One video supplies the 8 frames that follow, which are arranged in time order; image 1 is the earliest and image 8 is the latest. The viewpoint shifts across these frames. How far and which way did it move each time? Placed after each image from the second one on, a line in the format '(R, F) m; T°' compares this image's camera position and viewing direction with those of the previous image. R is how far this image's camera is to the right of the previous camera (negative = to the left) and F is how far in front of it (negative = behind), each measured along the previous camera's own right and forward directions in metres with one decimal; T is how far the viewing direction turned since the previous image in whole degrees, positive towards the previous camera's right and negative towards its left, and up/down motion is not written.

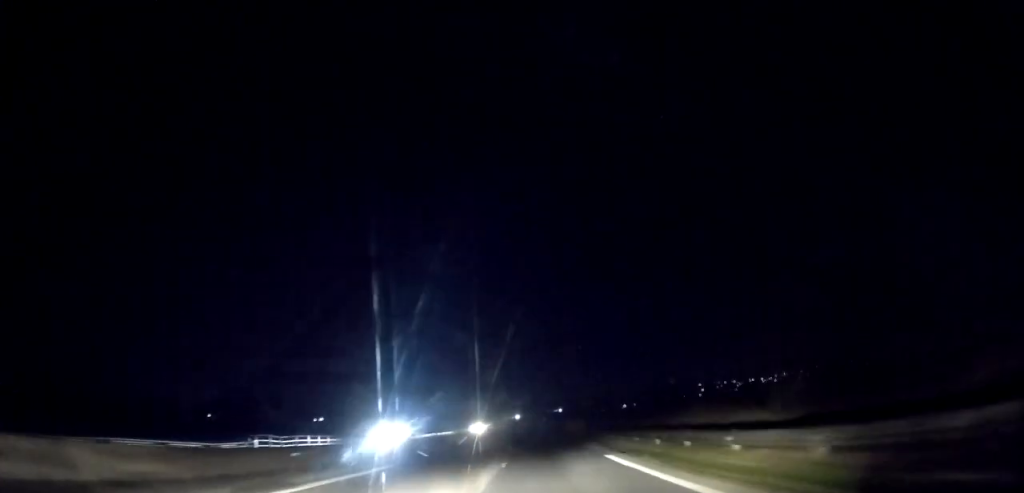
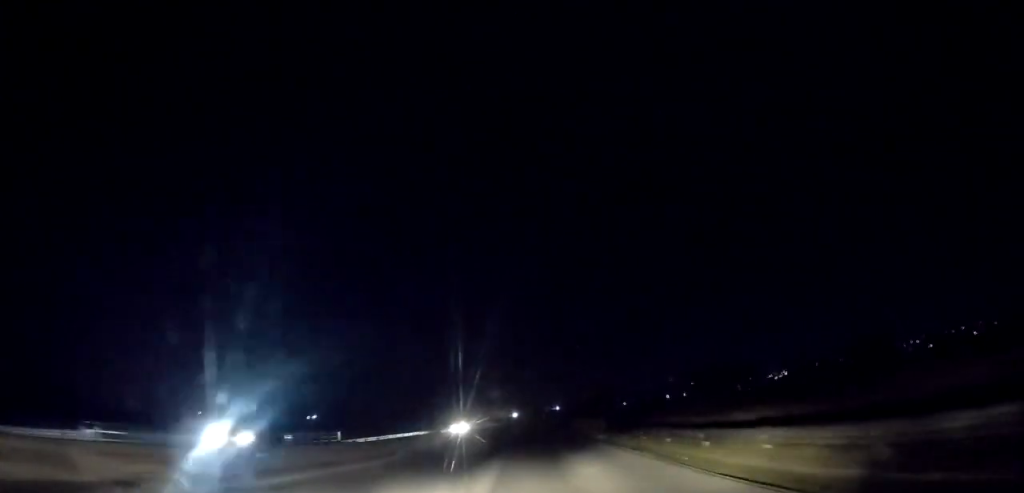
(+0.1, +13.6) m; 0°
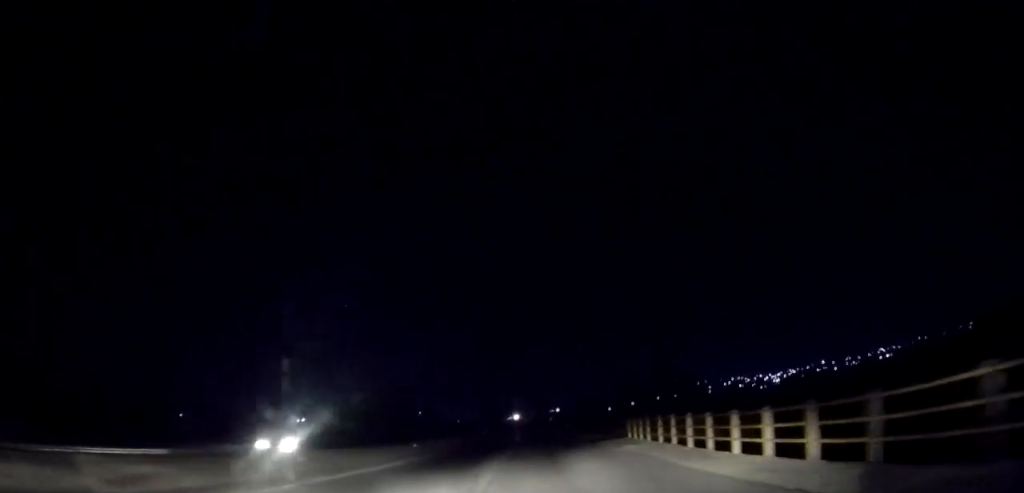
(+0.1, +31.9) m; 0°
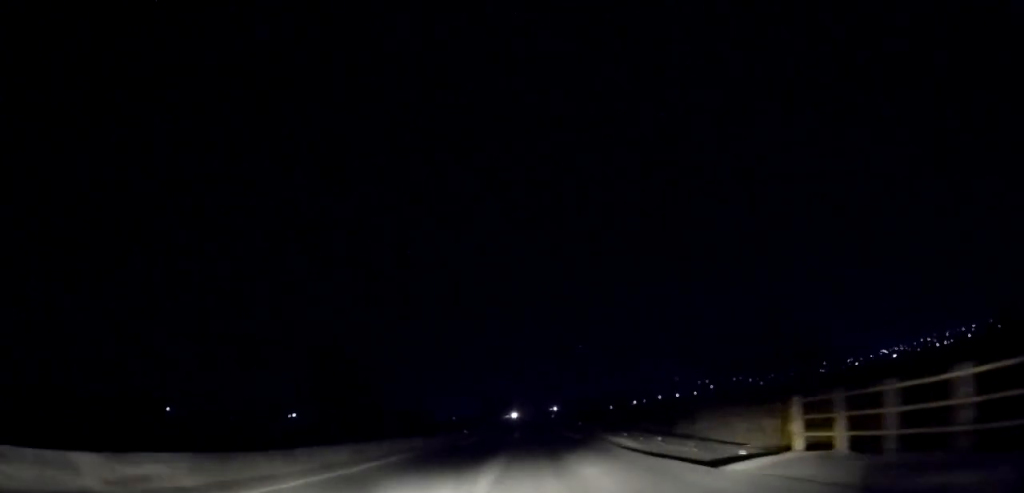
(+0.1, +15.0) m; 0°
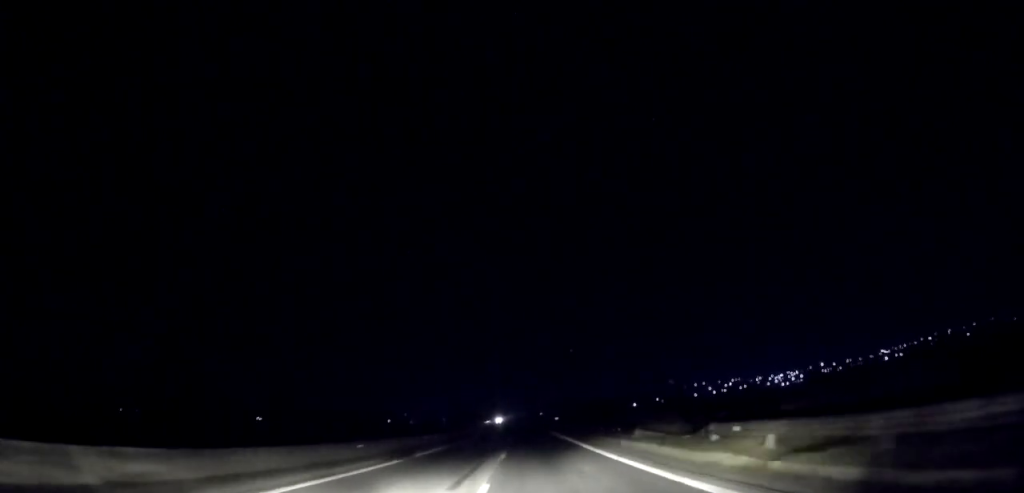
(-0.6, +34.7) m; -1°
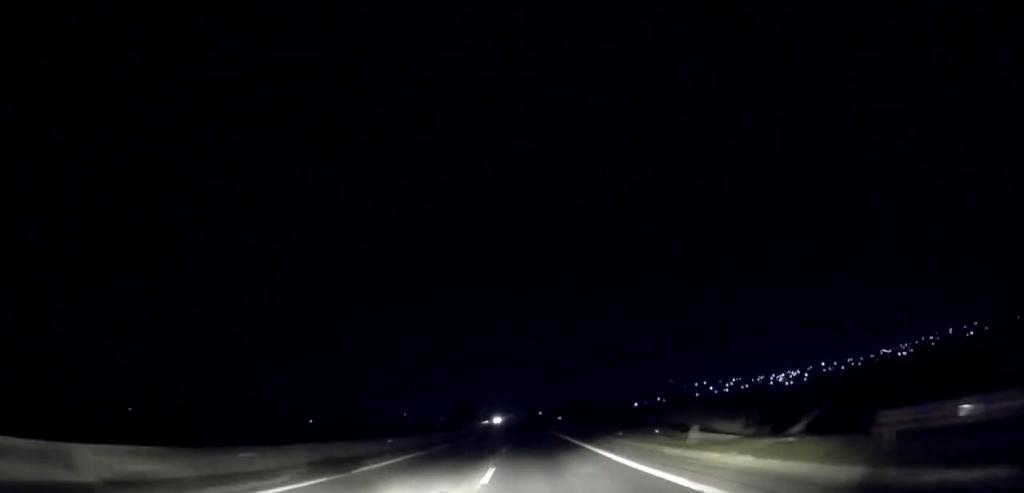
(+0.5, +30.7) m; +2°
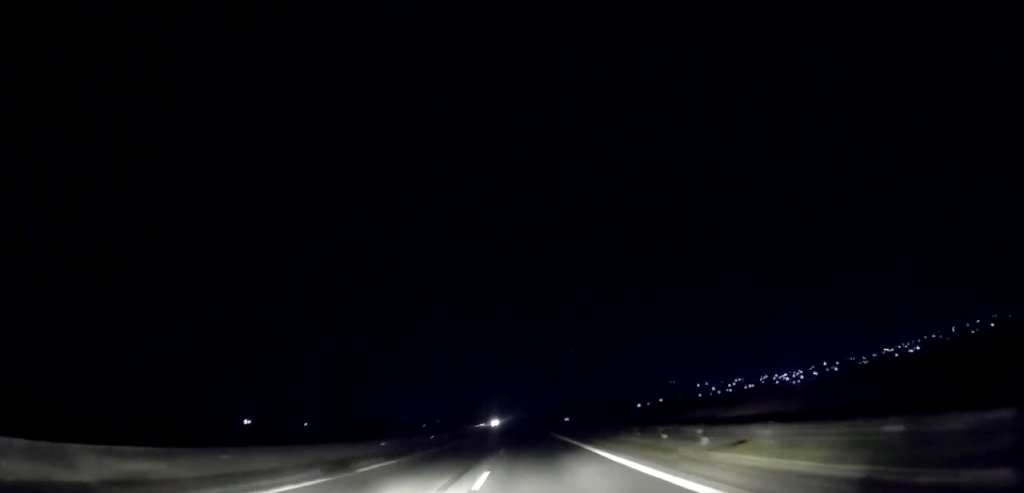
(+0.1, +12.7) m; 0°
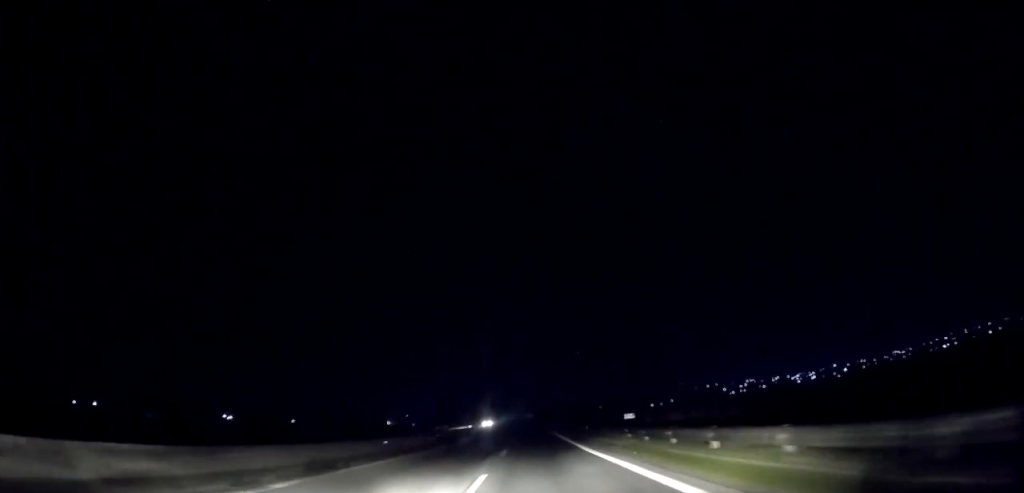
(-0.6, +36.4) m; -1°
